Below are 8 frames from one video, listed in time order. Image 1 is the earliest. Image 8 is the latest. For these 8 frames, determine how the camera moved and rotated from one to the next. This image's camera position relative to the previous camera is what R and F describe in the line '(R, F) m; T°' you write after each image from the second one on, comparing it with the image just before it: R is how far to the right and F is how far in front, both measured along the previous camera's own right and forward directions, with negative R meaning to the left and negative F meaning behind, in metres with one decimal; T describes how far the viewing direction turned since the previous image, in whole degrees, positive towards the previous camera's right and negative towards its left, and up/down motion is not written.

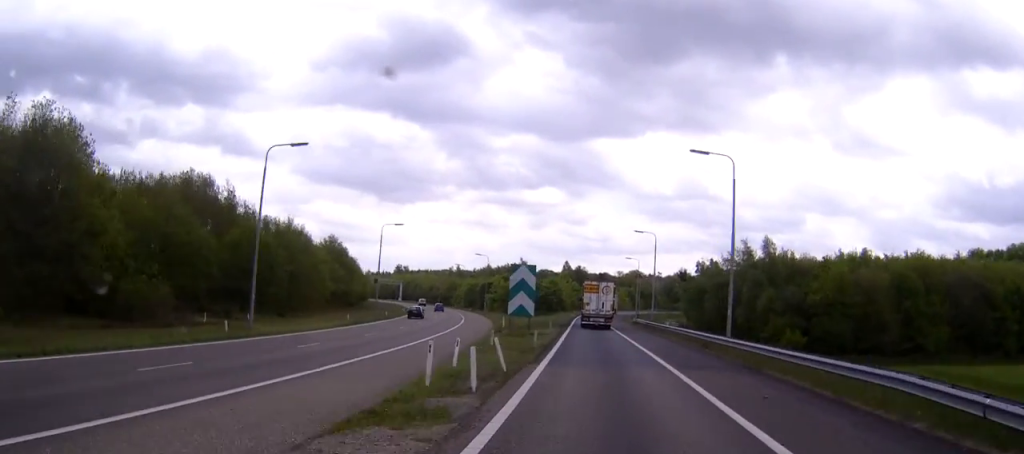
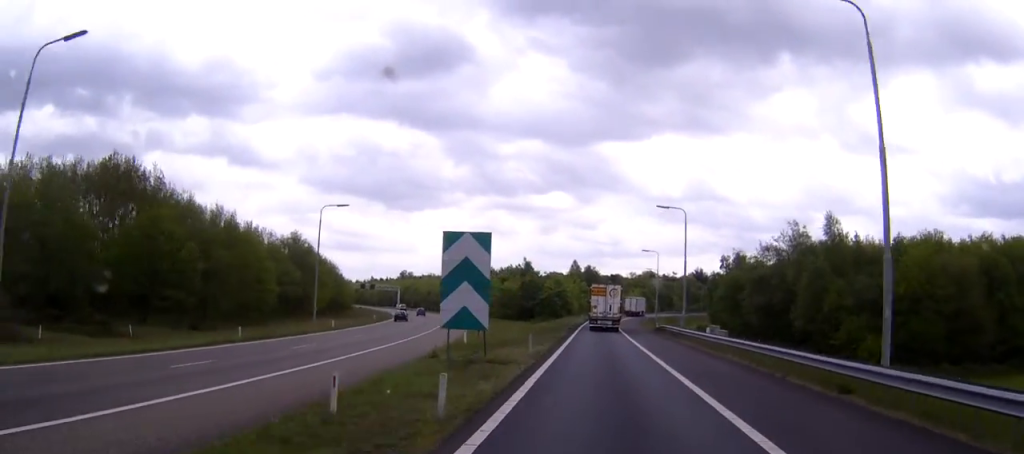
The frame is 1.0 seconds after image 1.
(-0.3, +20.1) m; -1°
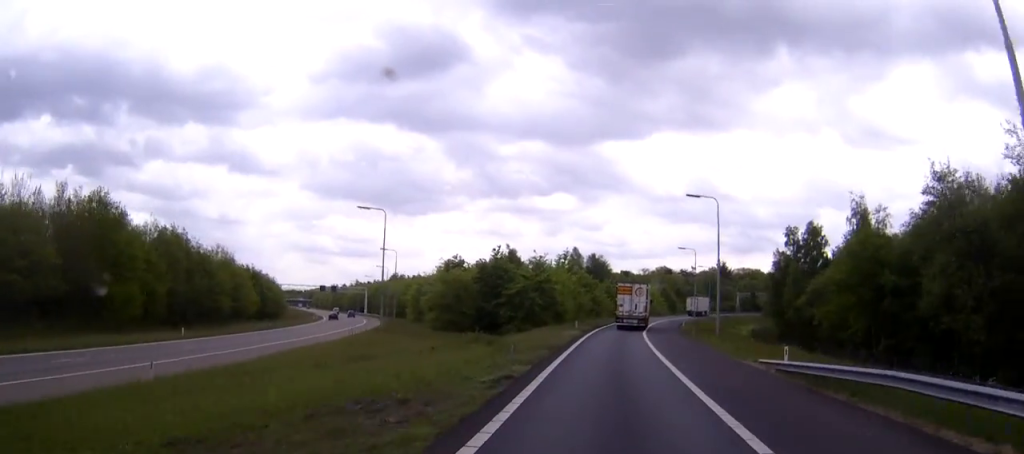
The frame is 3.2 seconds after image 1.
(-0.5, +47.6) m; 0°
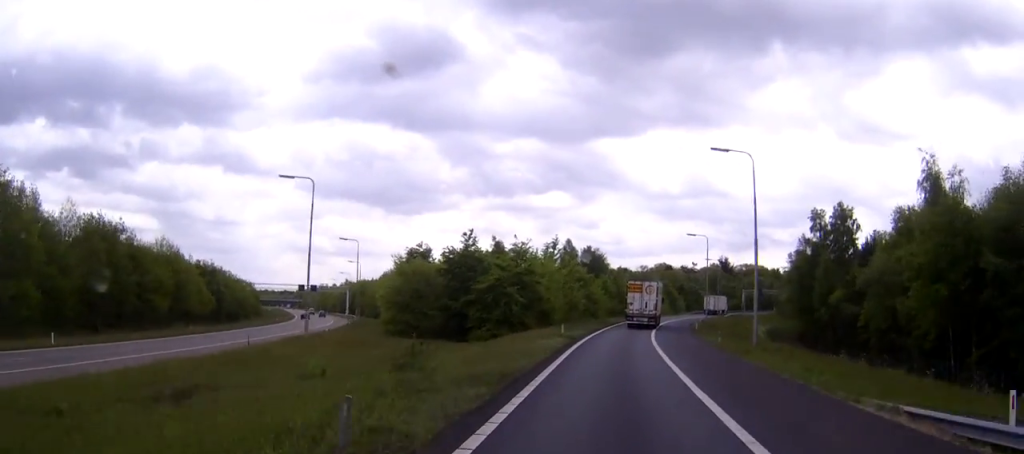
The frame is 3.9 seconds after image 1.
(0.0, +14.2) m; 0°
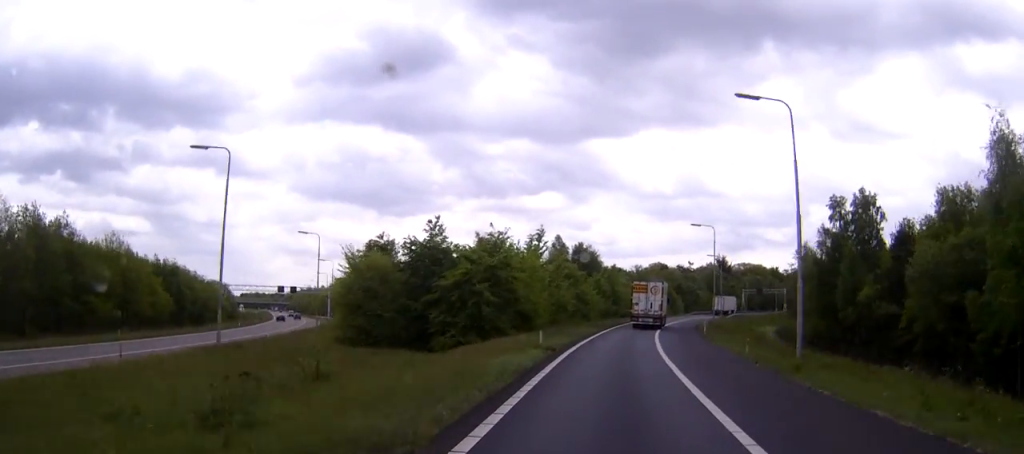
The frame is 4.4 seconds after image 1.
(0.0, +9.9) m; 0°
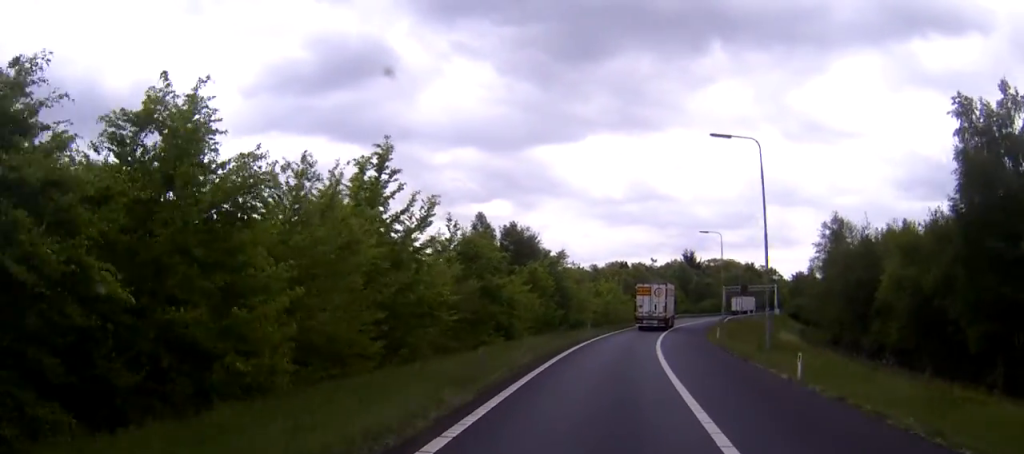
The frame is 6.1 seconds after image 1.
(+0.9, +37.9) m; +3°
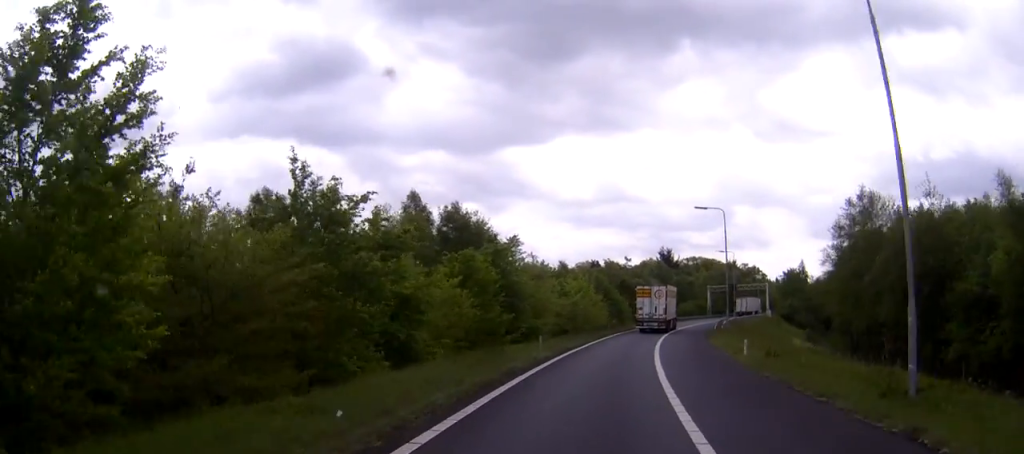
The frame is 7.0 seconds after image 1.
(+0.4, +18.6) m; +2°
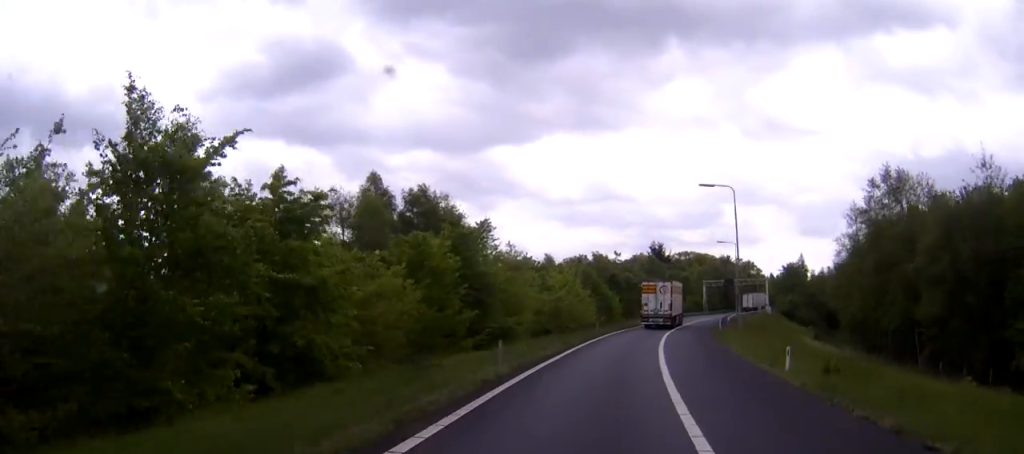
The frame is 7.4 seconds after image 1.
(0.0, +9.3) m; +1°
